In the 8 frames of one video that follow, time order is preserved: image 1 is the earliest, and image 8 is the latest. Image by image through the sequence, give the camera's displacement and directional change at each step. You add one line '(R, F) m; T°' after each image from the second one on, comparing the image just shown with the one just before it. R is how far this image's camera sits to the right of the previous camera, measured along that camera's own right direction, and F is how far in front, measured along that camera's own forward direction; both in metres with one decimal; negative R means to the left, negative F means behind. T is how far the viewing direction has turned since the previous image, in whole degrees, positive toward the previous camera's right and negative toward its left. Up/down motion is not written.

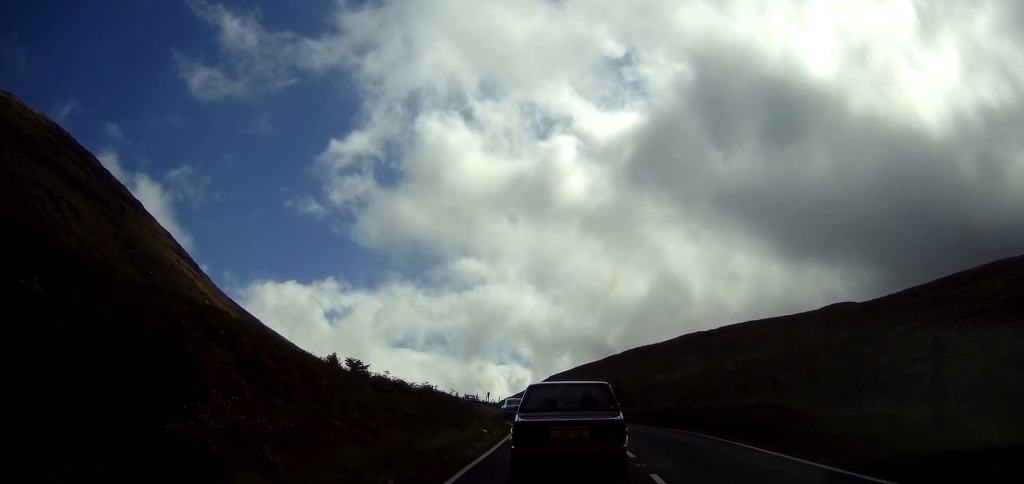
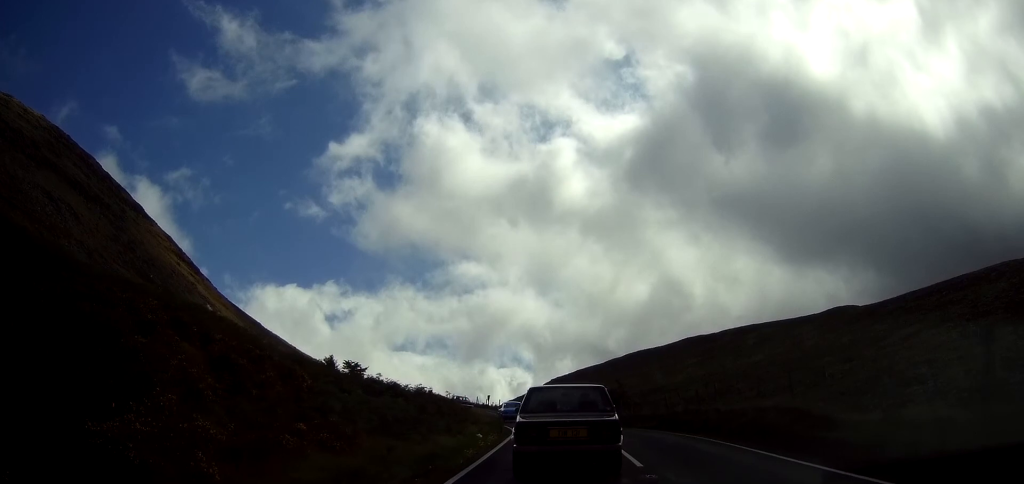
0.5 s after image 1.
(0.0, +1.4) m; +2°
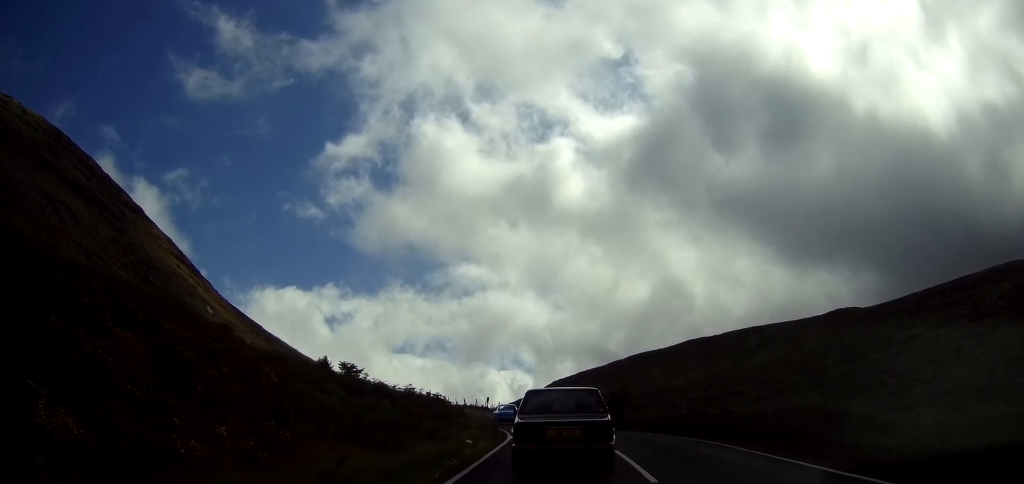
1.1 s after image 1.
(+0.1, +2.1) m; +1°
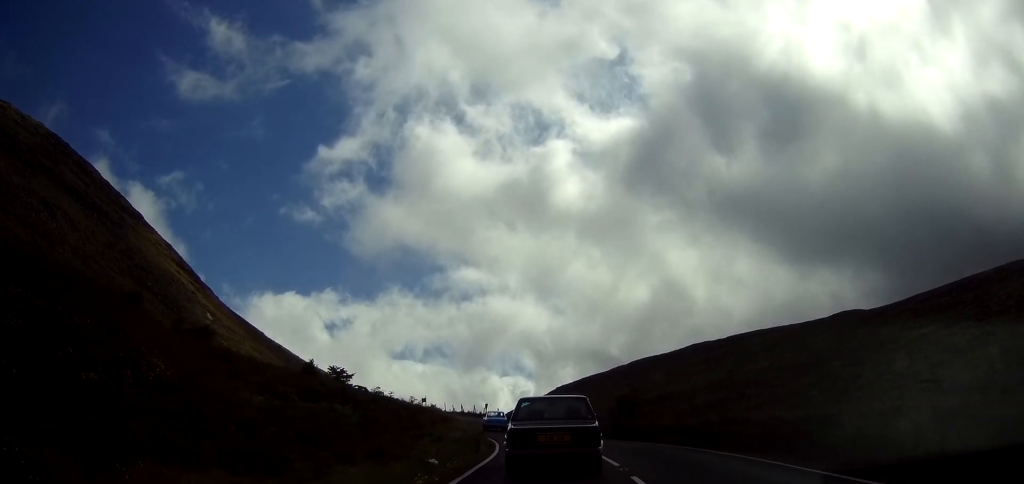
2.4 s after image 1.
(0.0, +4.6) m; -2°
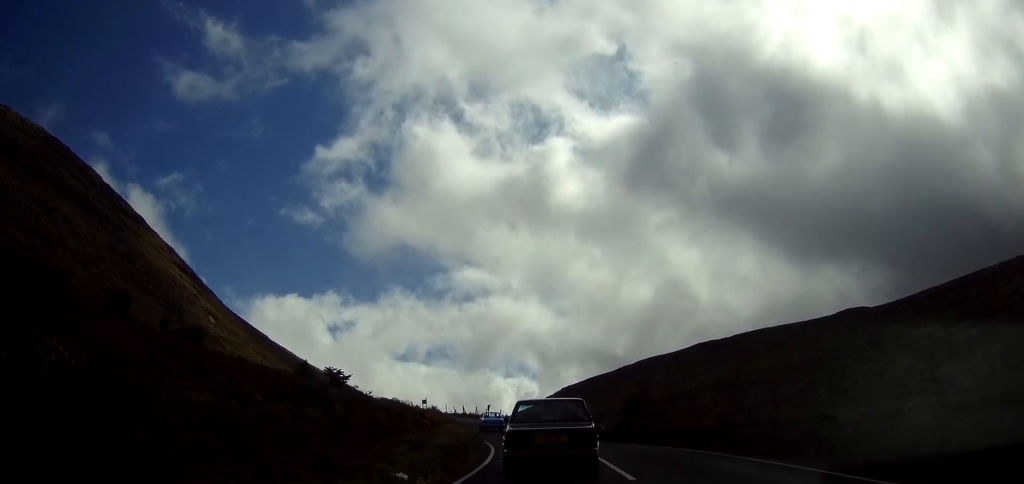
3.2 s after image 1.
(-0.1, +2.8) m; -1°
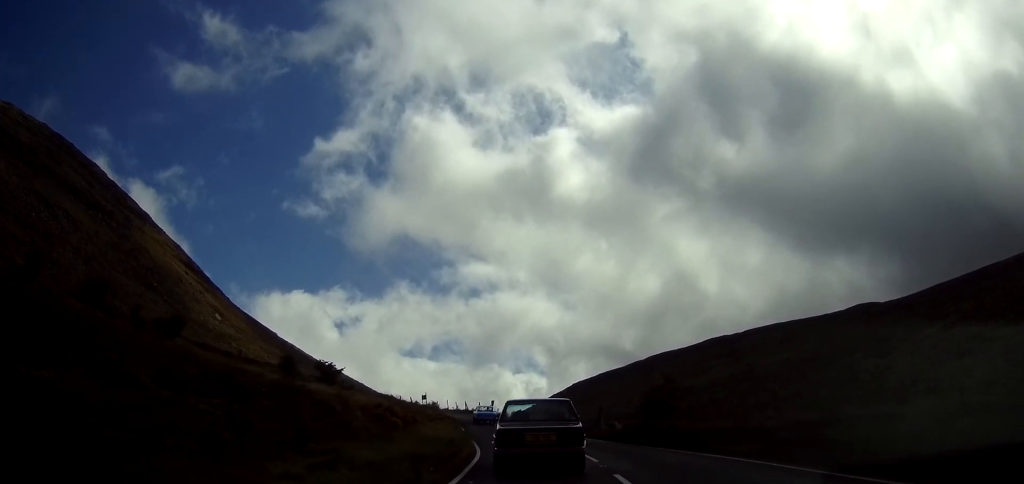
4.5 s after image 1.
(0.0, +5.6) m; 0°
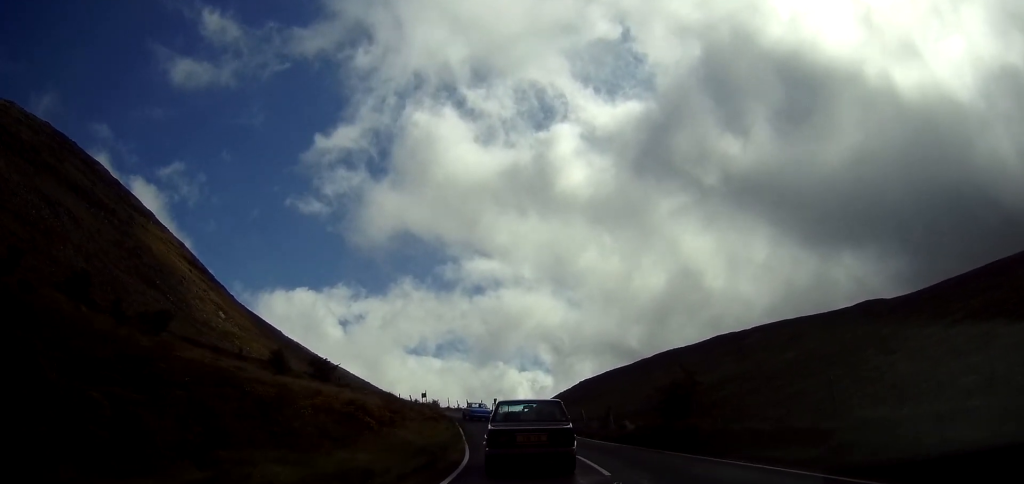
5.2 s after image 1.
(0.0, +3.2) m; -3°
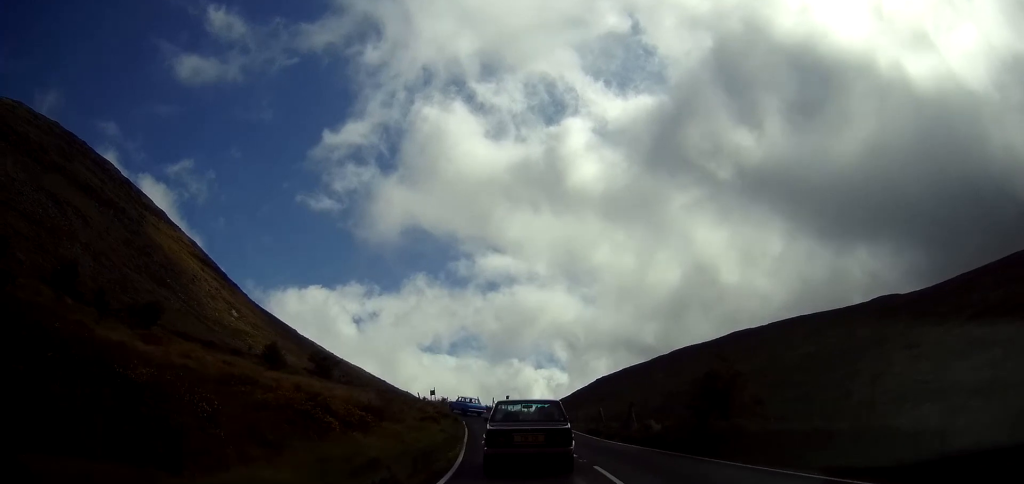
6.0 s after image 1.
(-0.1, +3.4) m; -4°
